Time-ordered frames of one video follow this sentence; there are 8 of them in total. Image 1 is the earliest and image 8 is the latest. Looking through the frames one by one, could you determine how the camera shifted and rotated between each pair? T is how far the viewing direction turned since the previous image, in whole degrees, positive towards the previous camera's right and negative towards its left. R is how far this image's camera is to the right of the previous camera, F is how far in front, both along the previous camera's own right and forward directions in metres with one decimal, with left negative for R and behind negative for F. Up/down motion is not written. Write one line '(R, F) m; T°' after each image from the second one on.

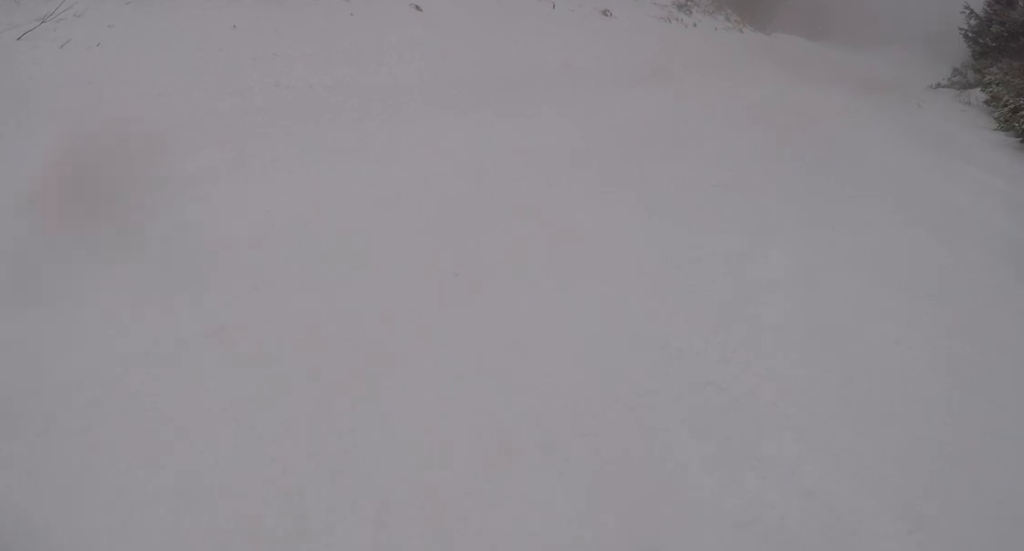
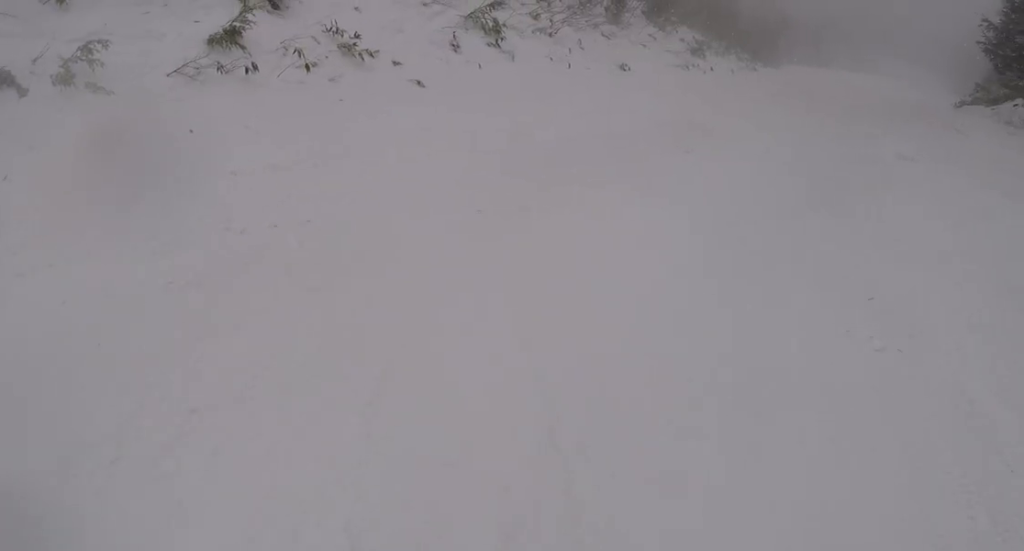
(+0.9, +2.3) m; +15°
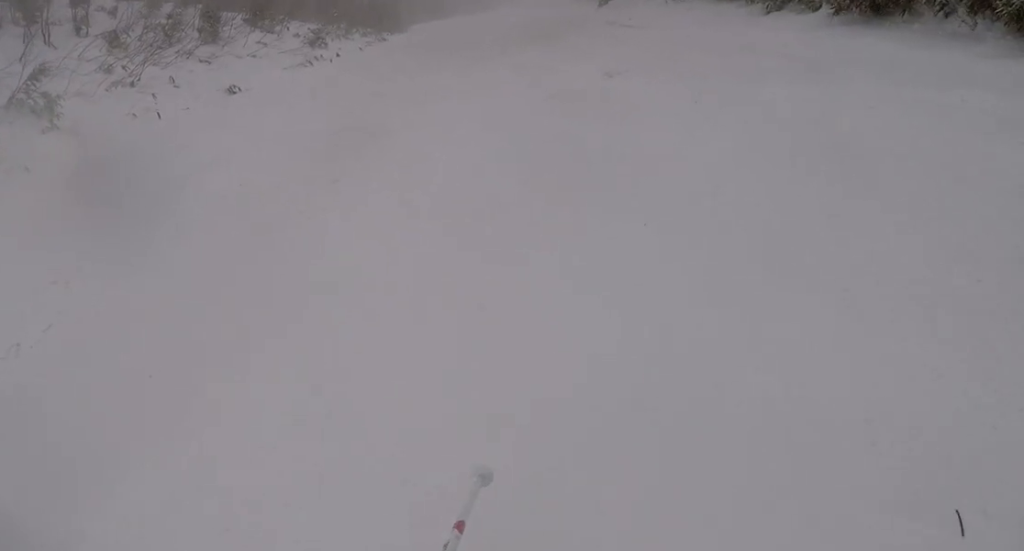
(+0.5, +4.0) m; 0°
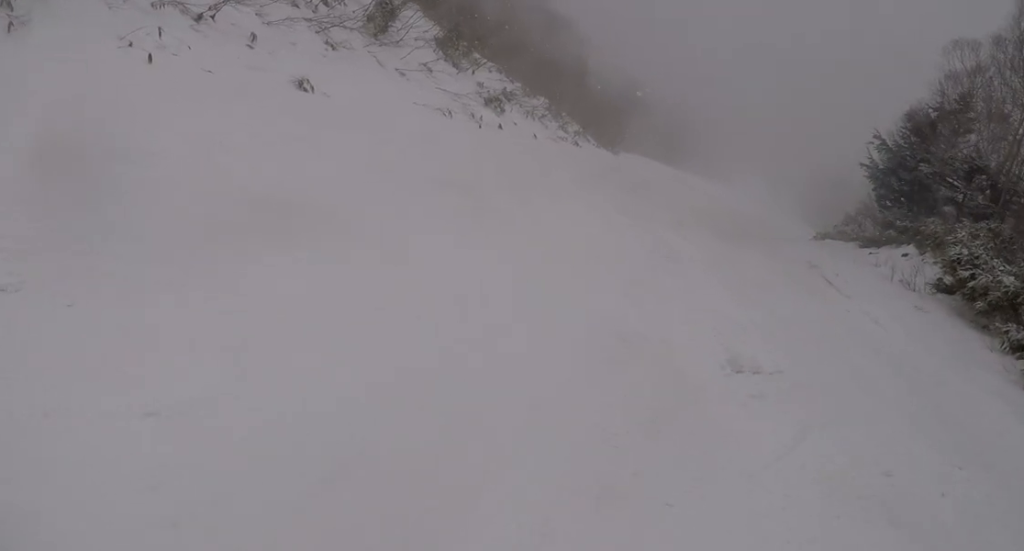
(-0.7, +5.3) m; -19°
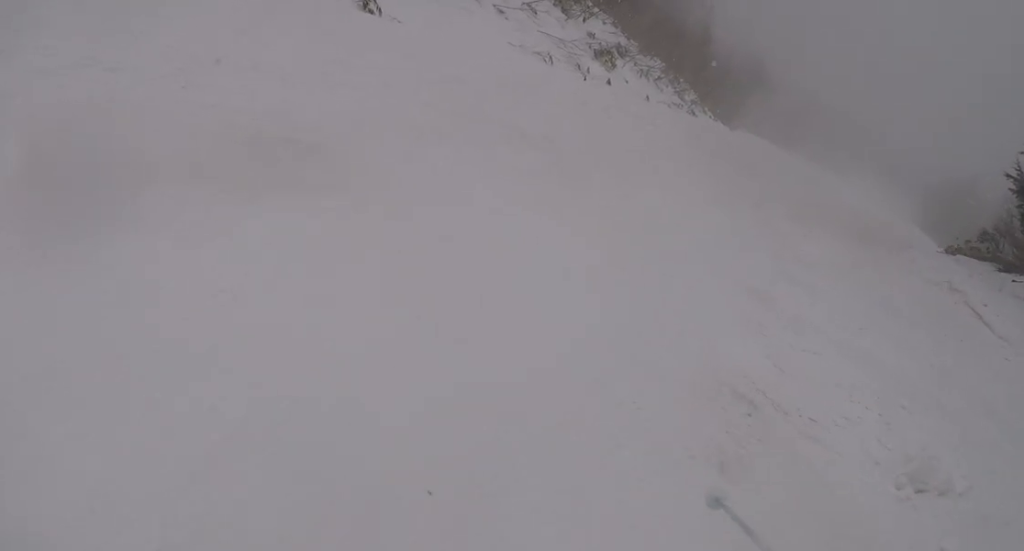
(-0.2, +1.8) m; -1°
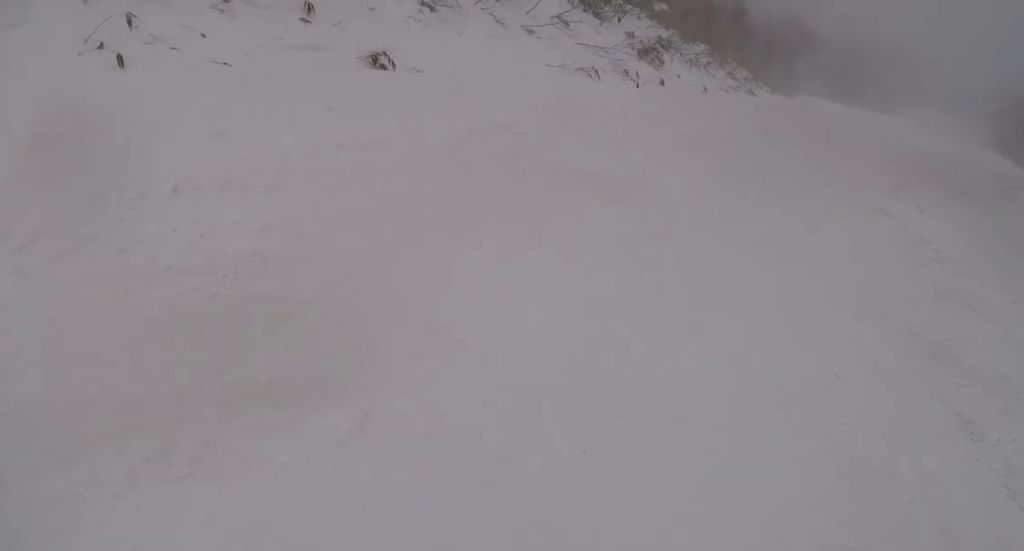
(-0.3, +1.7) m; 0°
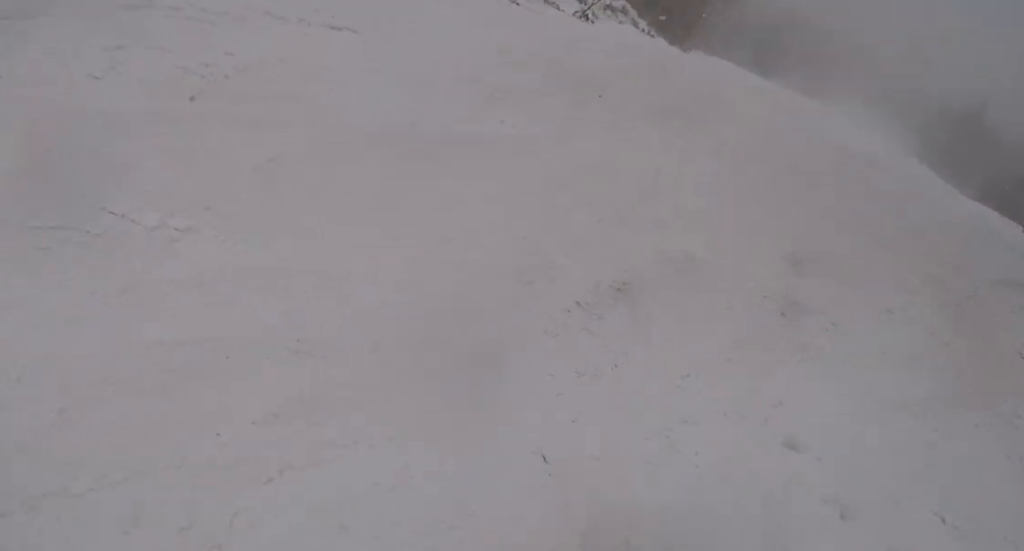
(+3.2, +11.3) m; +14°
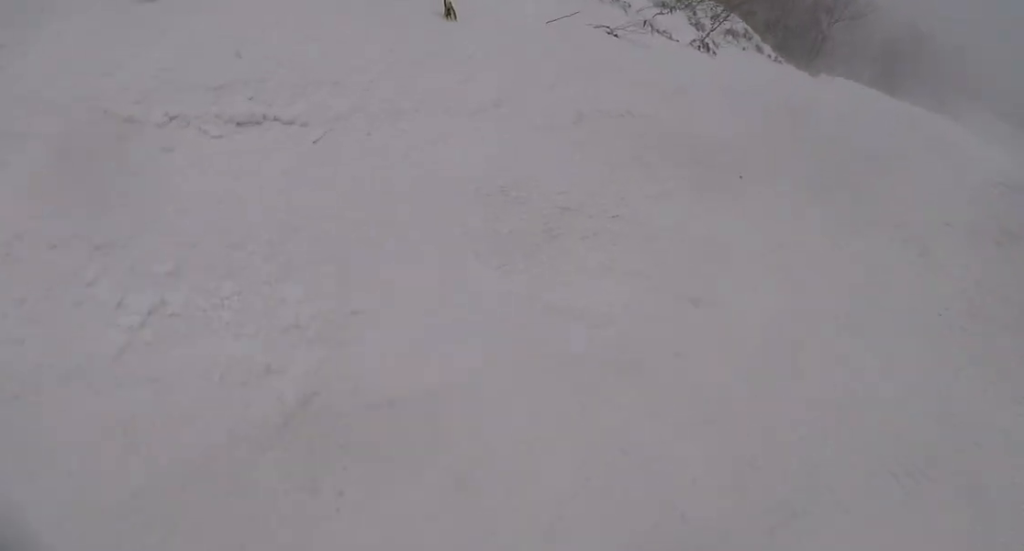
(-0.1, +3.1) m; -10°
